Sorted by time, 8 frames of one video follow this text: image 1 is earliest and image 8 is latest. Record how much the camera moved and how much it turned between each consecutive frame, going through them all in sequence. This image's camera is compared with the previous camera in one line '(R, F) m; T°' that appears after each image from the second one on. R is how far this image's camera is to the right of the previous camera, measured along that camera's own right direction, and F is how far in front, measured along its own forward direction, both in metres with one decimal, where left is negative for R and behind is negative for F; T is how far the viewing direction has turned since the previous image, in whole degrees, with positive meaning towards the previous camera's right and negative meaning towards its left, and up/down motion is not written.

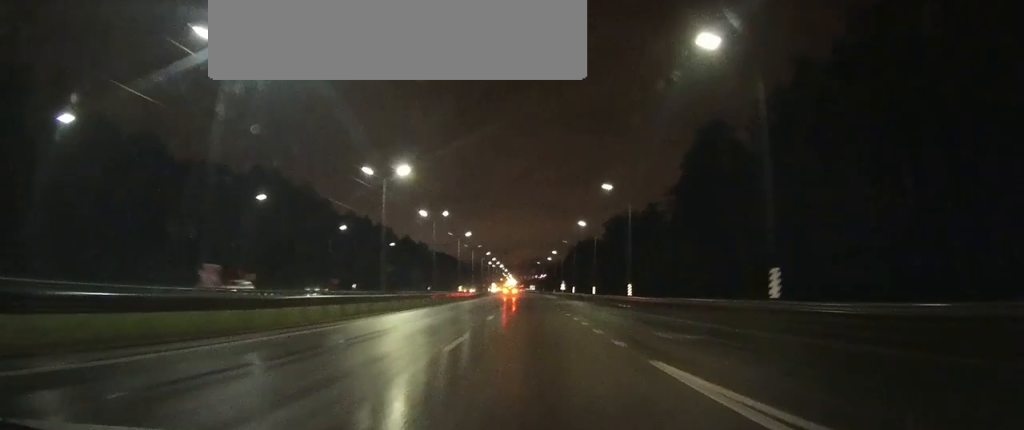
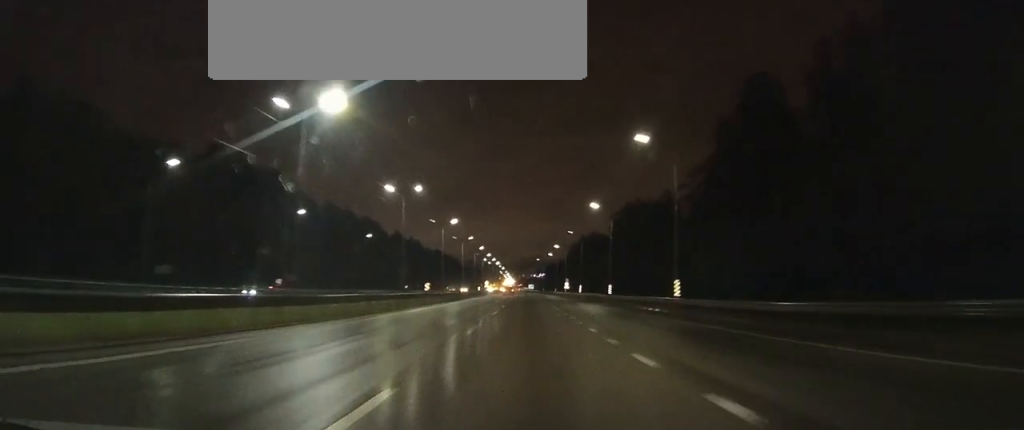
(0.0, +19.5) m; 0°
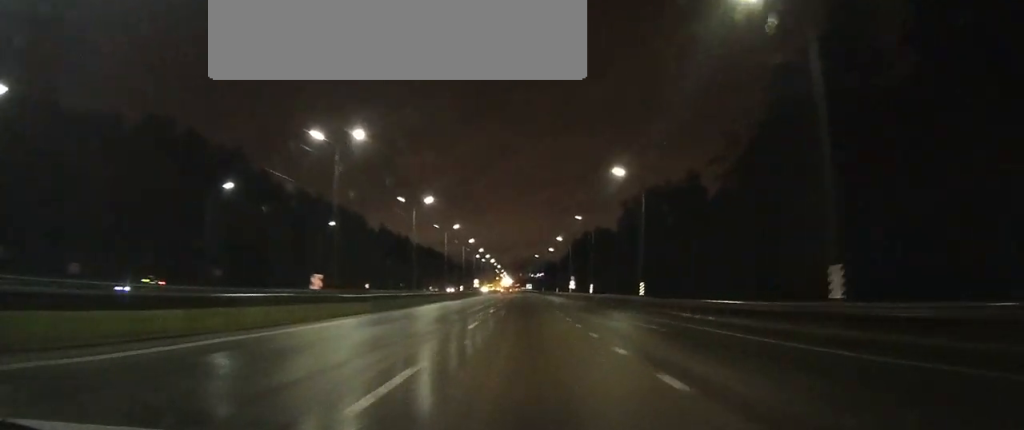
(0.0, +22.1) m; 0°
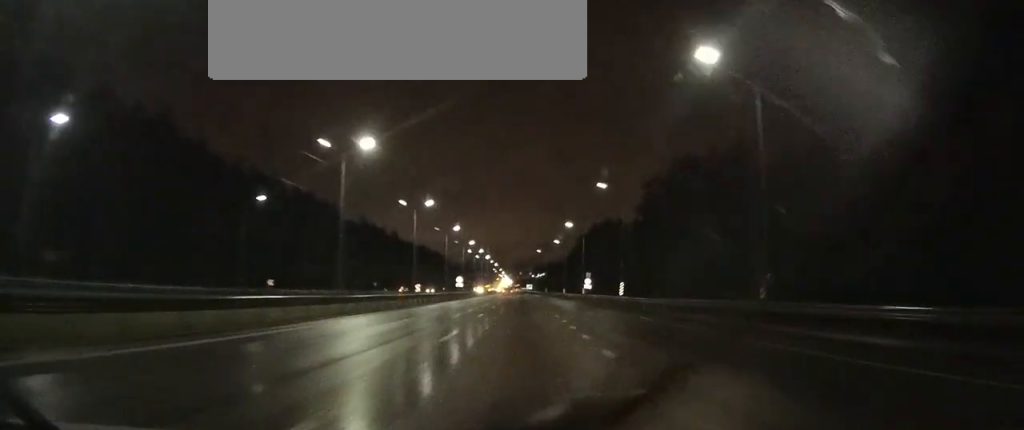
(-0.1, +28.0) m; 0°
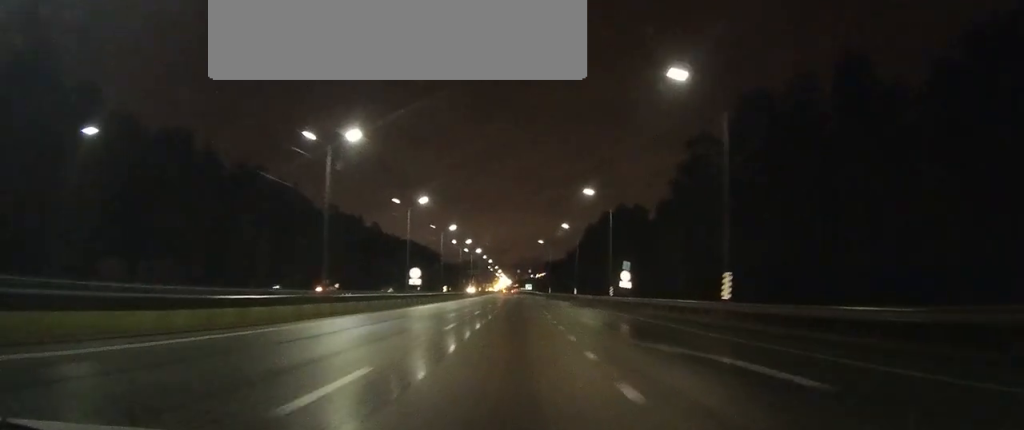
(+0.1, +32.3) m; 0°
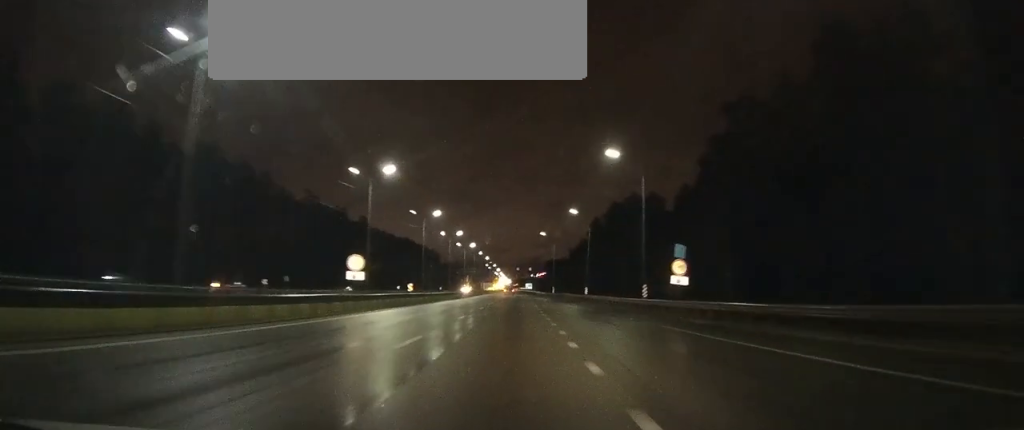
(0.0, +17.8) m; 0°
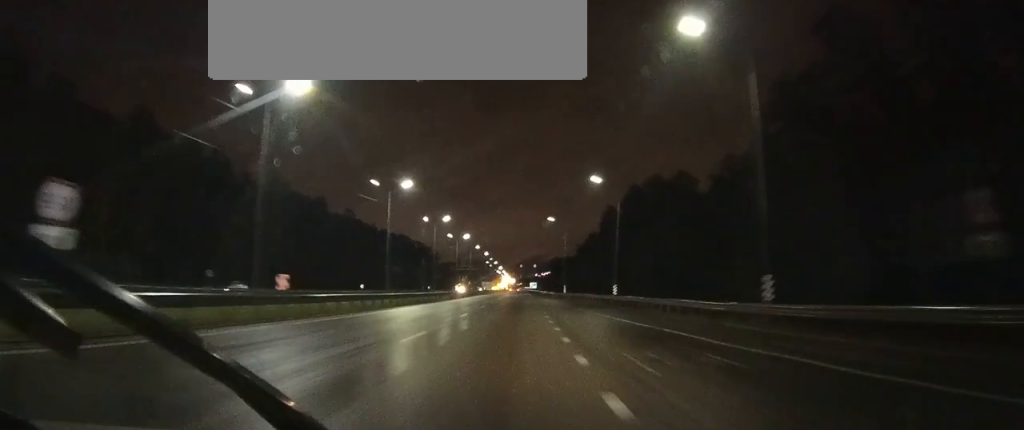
(0.0, +23.0) m; -1°
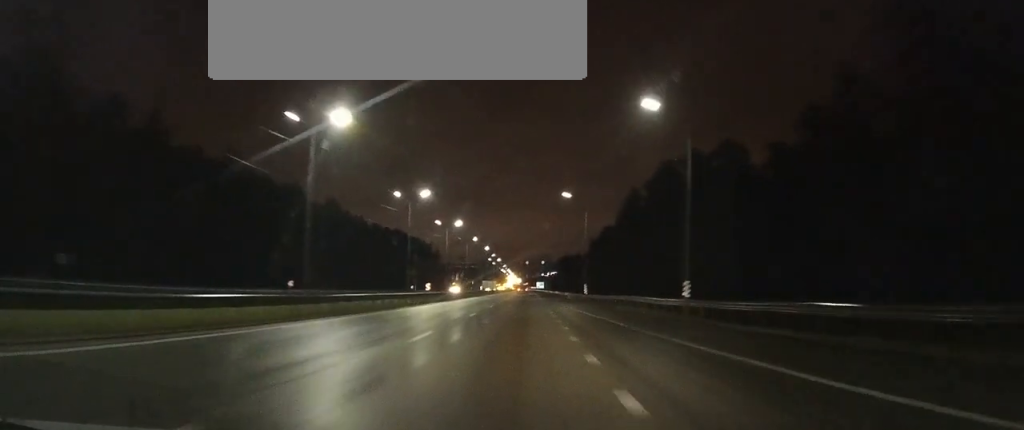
(-0.3, +23.9) m; -1°
